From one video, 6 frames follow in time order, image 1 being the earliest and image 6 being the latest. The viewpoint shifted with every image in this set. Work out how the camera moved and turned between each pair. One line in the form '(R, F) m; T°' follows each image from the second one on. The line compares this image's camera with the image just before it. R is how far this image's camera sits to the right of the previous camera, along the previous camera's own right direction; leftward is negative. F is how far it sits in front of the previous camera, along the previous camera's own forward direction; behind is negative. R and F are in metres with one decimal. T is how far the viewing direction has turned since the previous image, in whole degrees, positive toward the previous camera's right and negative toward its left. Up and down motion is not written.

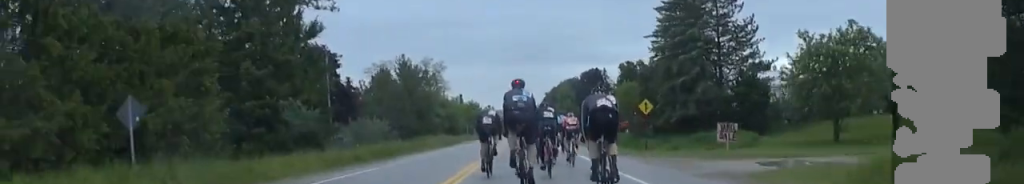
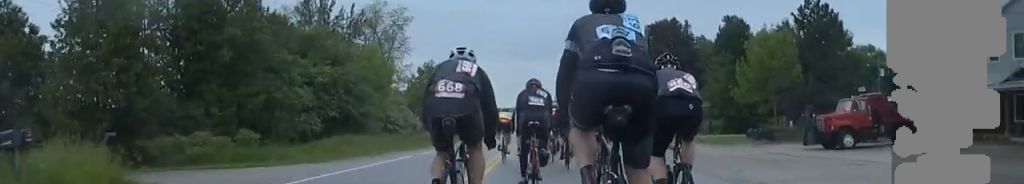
(-0.4, +56.6) m; -1°
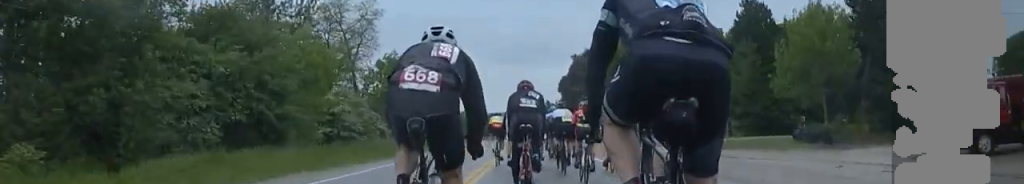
(+0.2, +9.9) m; 0°
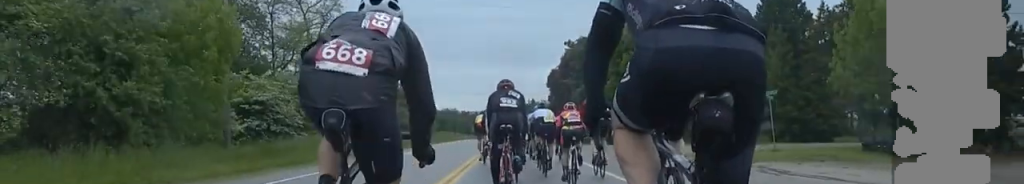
(-0.2, +9.2) m; -3°
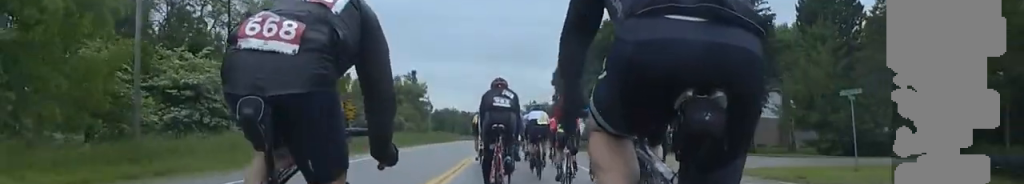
(-0.1, +7.3) m; -2°
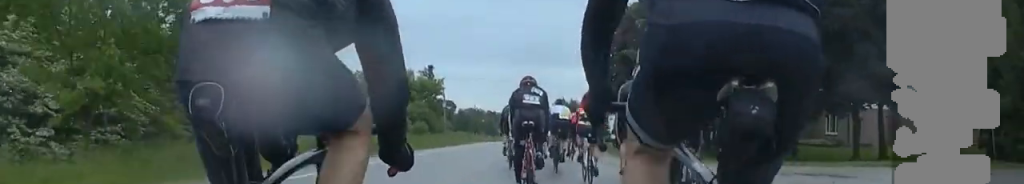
(-0.5, +14.0) m; +3°
